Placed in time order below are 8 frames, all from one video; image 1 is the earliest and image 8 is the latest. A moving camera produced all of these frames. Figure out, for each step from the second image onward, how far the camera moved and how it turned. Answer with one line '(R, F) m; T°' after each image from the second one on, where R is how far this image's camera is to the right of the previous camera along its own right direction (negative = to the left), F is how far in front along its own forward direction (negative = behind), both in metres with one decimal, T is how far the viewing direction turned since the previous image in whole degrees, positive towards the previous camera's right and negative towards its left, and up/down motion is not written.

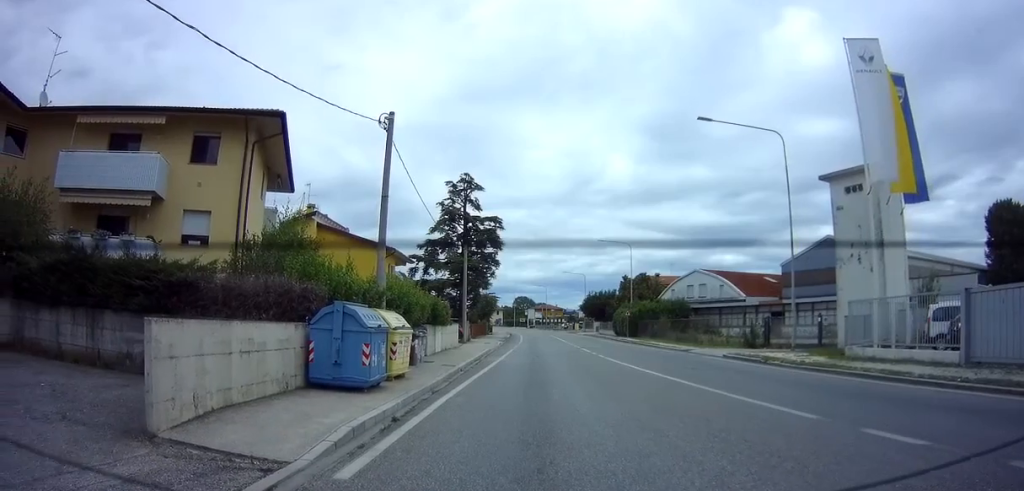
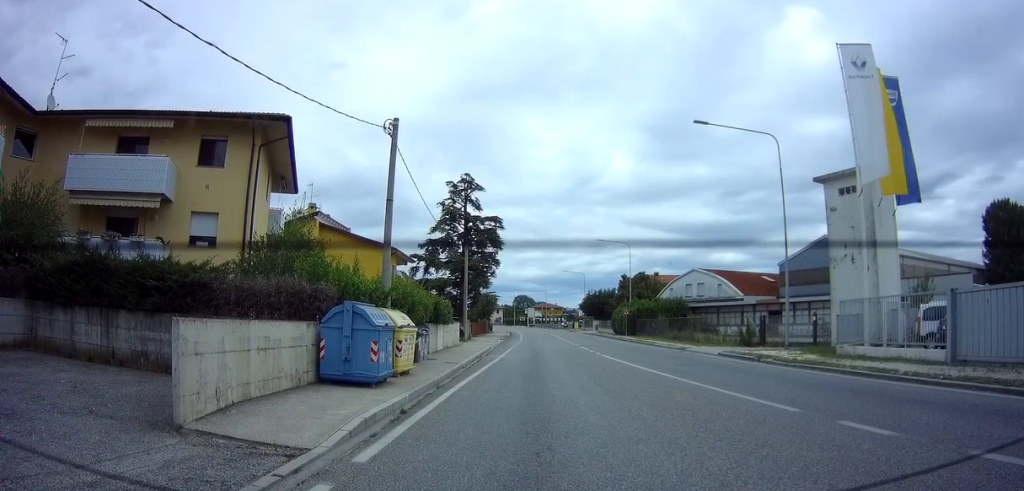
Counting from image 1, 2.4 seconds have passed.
(-0.1, +0.3) m; 0°
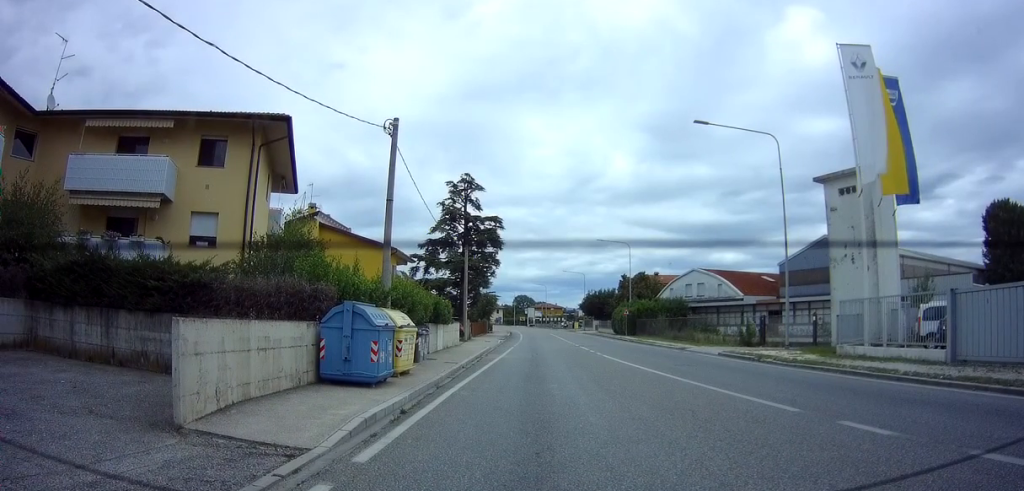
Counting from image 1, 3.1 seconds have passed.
(0.0, 0.0) m; 0°
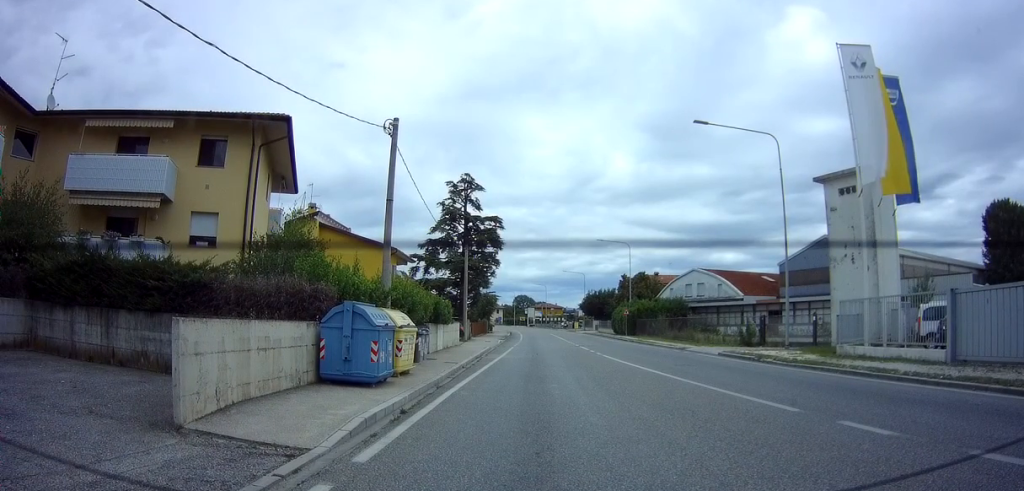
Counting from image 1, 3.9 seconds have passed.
(0.0, 0.0) m; 0°
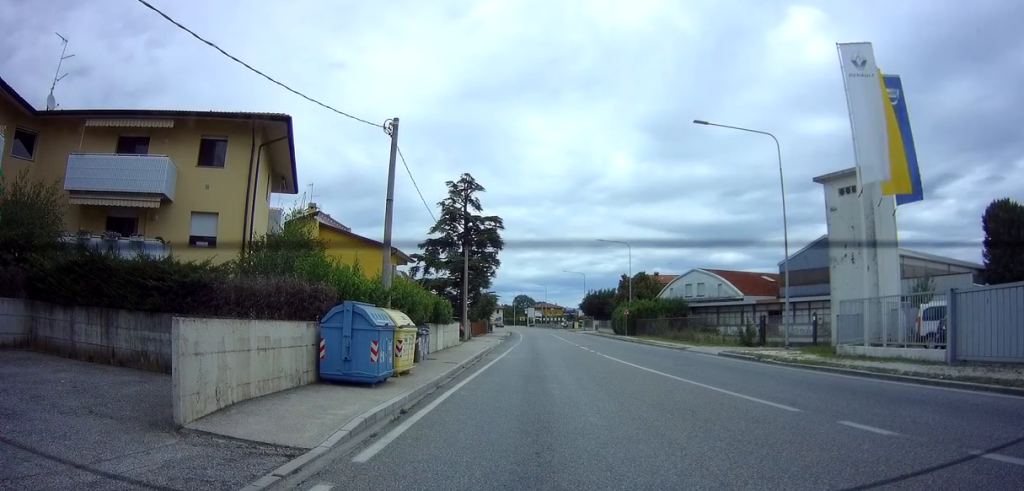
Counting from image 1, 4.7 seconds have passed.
(0.0, 0.0) m; 0°
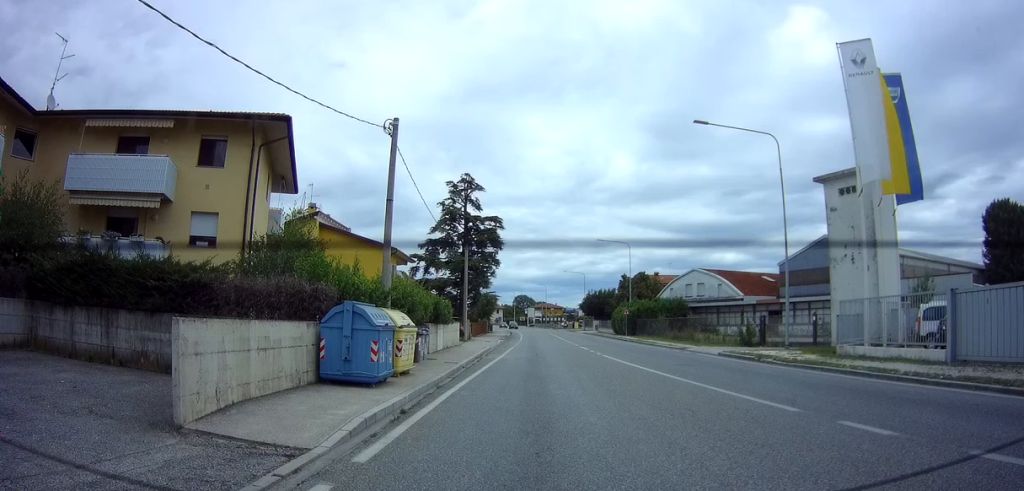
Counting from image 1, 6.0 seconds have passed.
(0.0, 0.0) m; 0°
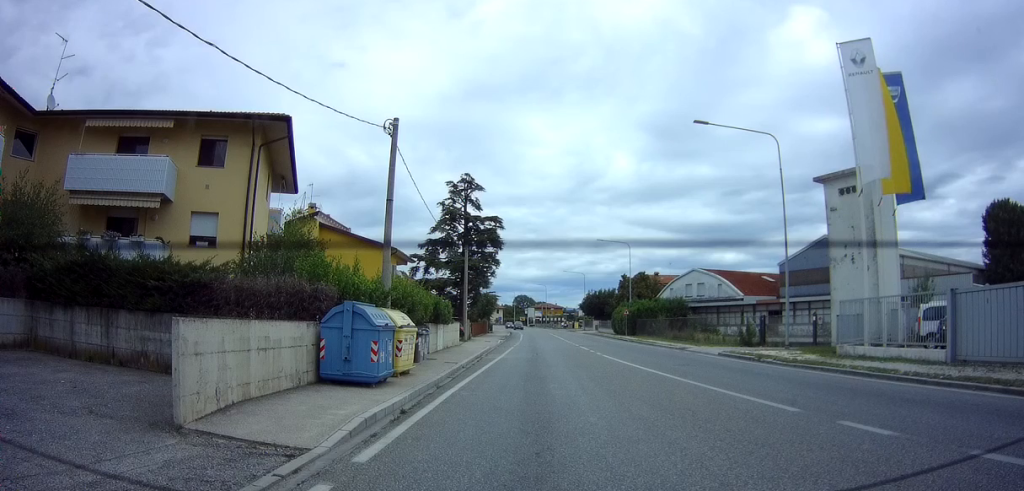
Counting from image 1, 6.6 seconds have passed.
(0.0, 0.0) m; 0°
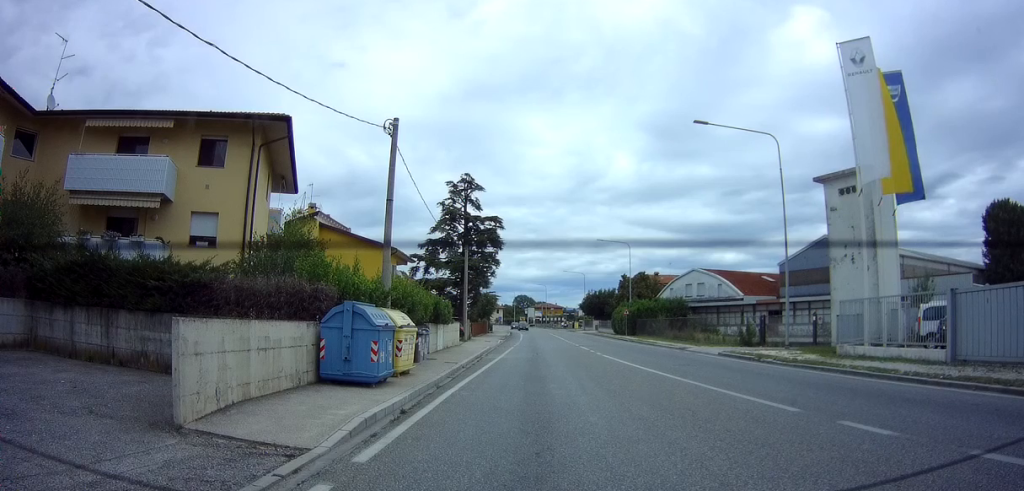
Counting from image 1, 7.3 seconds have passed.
(0.0, 0.0) m; 0°
